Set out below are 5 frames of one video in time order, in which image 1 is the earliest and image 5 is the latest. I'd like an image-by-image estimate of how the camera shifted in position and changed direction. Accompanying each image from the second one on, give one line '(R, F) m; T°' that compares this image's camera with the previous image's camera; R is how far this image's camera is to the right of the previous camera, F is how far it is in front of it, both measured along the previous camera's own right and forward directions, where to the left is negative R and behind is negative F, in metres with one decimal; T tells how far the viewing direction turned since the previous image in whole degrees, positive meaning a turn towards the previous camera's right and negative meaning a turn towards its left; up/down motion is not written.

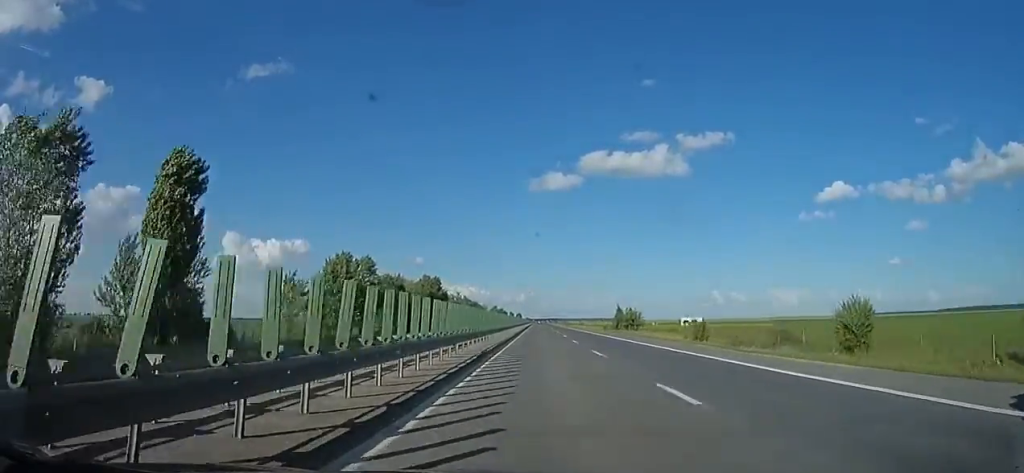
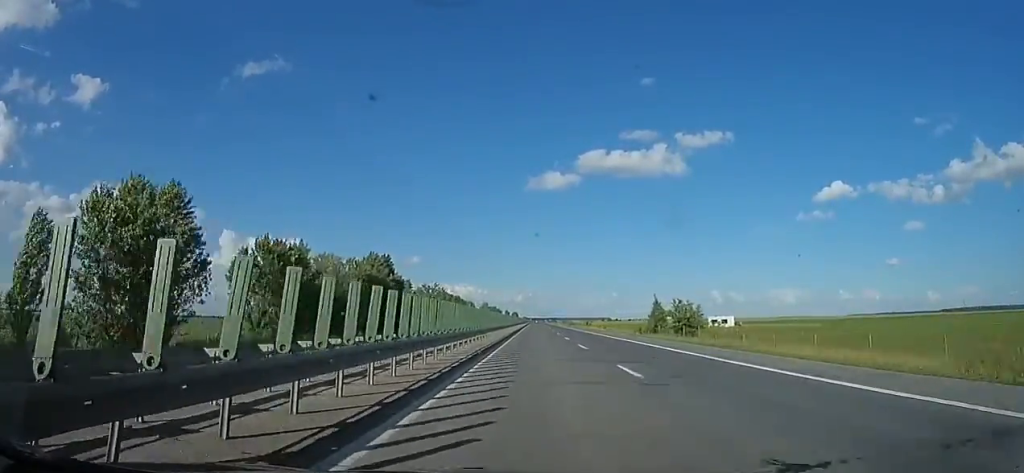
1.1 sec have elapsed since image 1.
(+0.5, +31.3) m; -1°
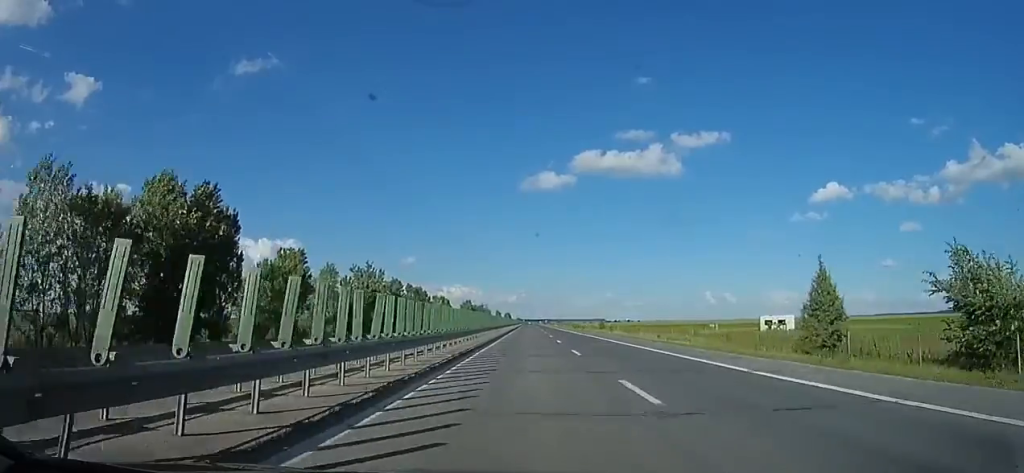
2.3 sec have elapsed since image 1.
(-1.1, +38.7) m; -1°
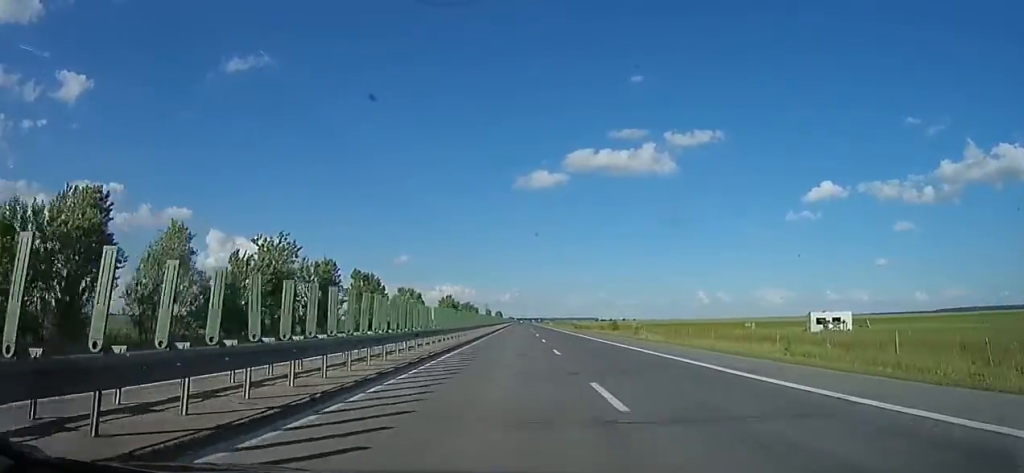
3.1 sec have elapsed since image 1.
(+0.1, +24.4) m; +1°
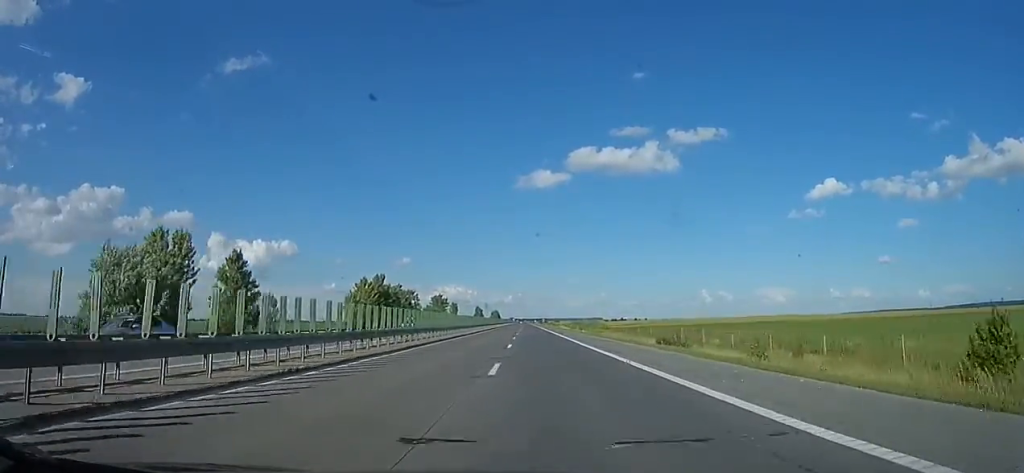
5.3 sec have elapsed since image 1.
(+1.4, +66.0) m; +1°
